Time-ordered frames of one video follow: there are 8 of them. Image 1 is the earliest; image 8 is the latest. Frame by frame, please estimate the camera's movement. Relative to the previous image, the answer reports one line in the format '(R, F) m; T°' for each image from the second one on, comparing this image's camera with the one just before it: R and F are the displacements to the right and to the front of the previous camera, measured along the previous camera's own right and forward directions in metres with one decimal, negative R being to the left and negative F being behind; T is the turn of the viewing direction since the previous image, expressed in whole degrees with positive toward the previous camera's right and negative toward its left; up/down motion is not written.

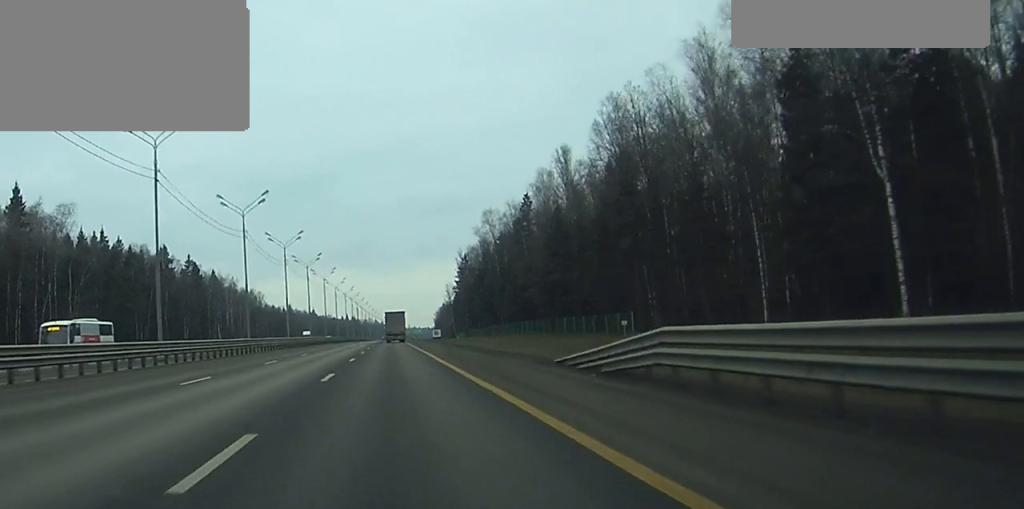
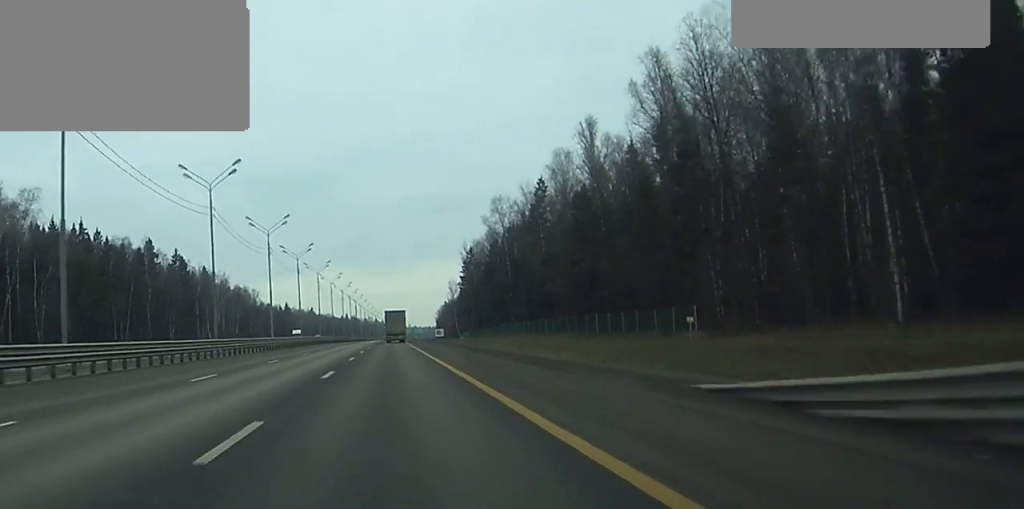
(0.0, +14.6) m; 0°
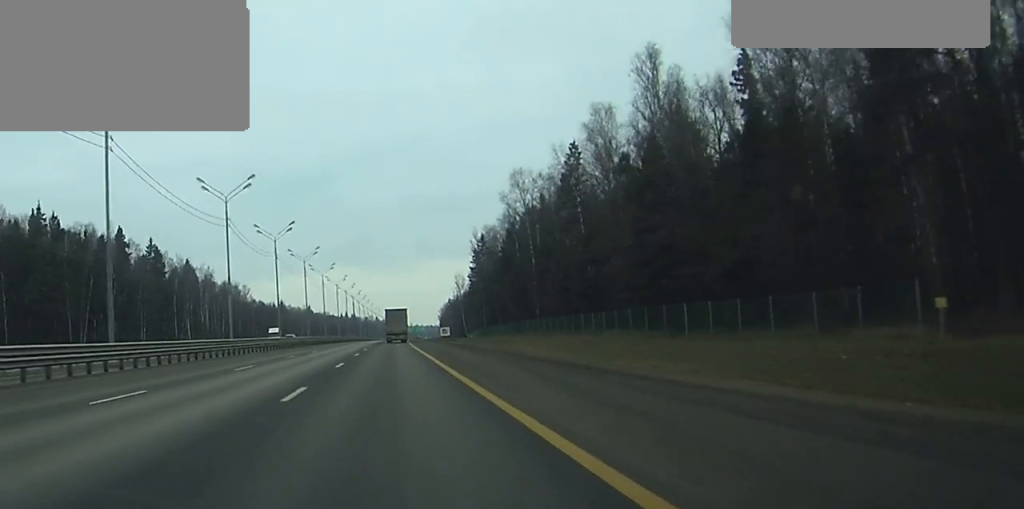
(0.0, +24.4) m; 0°
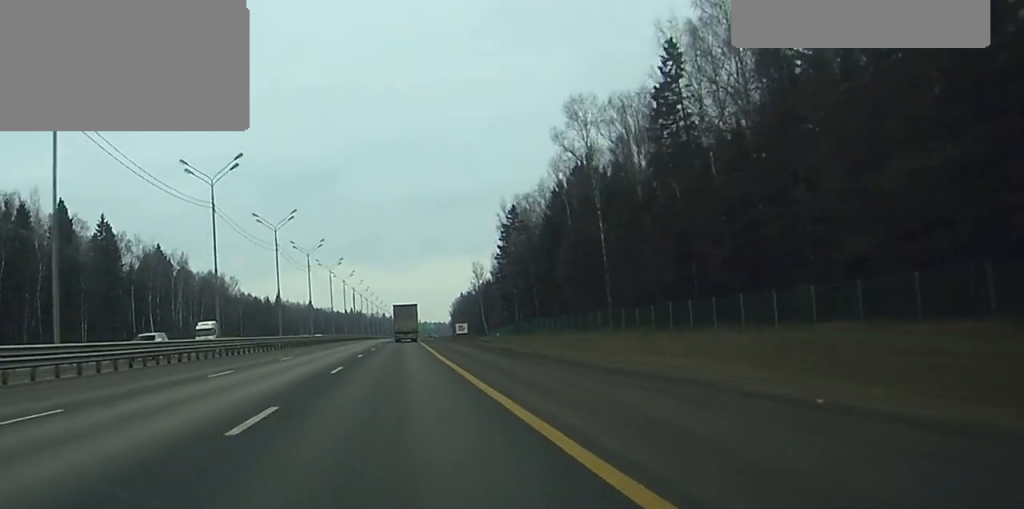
(-0.3, +38.2) m; -1°
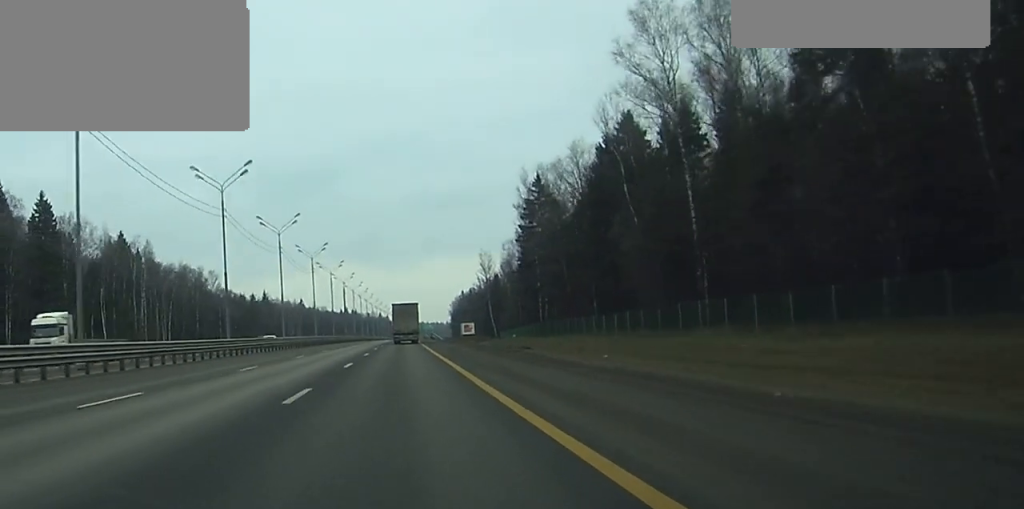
(0.0, +27.5) m; 0°
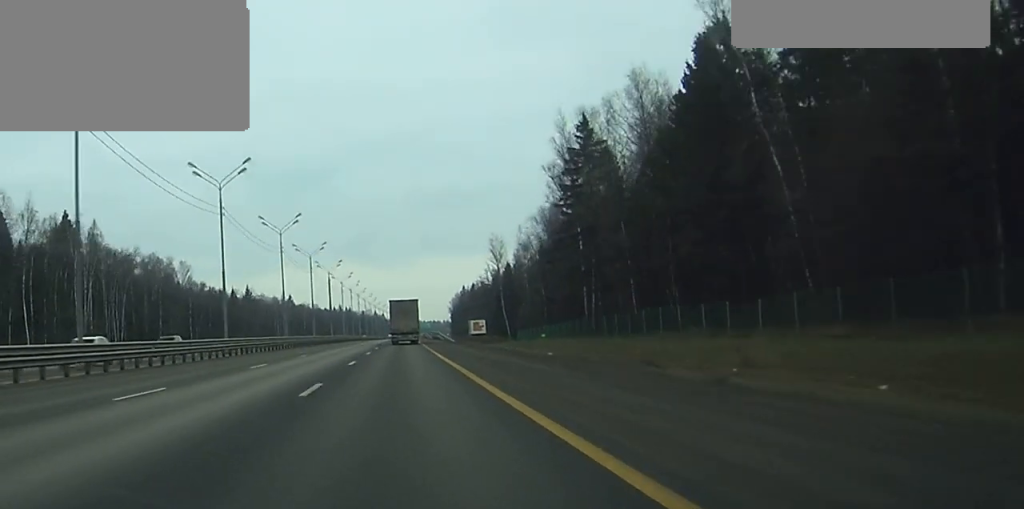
(+0.1, +30.4) m; 0°
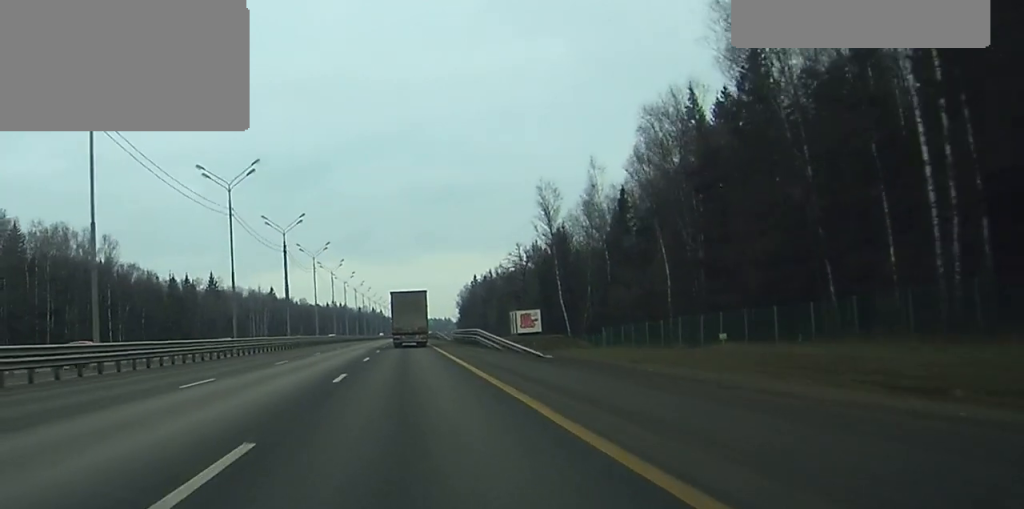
(+0.1, +59.9) m; 0°
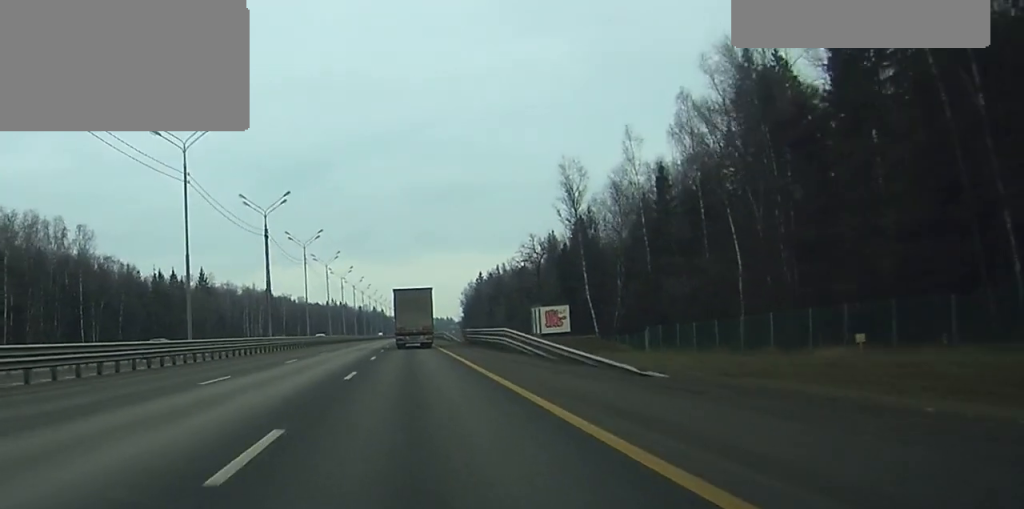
(0.0, +14.7) m; 0°
